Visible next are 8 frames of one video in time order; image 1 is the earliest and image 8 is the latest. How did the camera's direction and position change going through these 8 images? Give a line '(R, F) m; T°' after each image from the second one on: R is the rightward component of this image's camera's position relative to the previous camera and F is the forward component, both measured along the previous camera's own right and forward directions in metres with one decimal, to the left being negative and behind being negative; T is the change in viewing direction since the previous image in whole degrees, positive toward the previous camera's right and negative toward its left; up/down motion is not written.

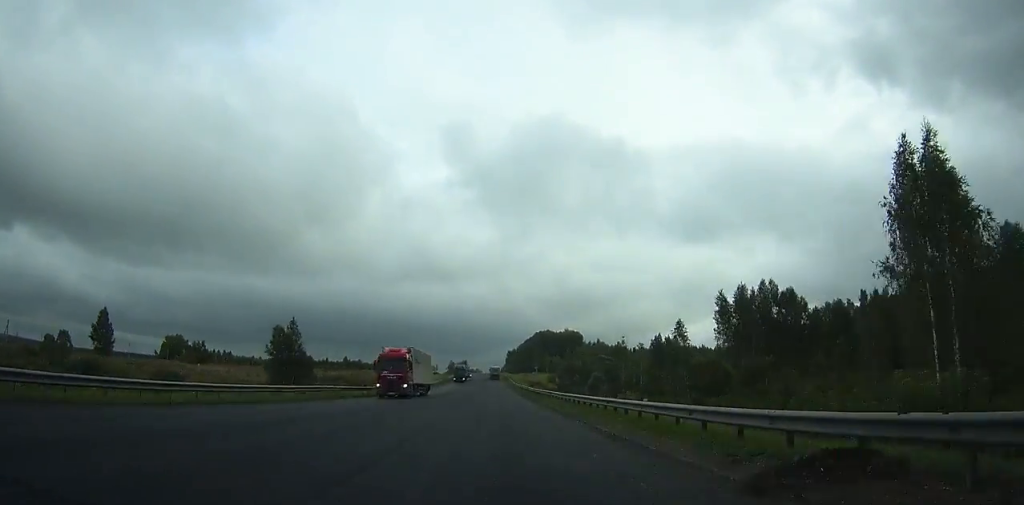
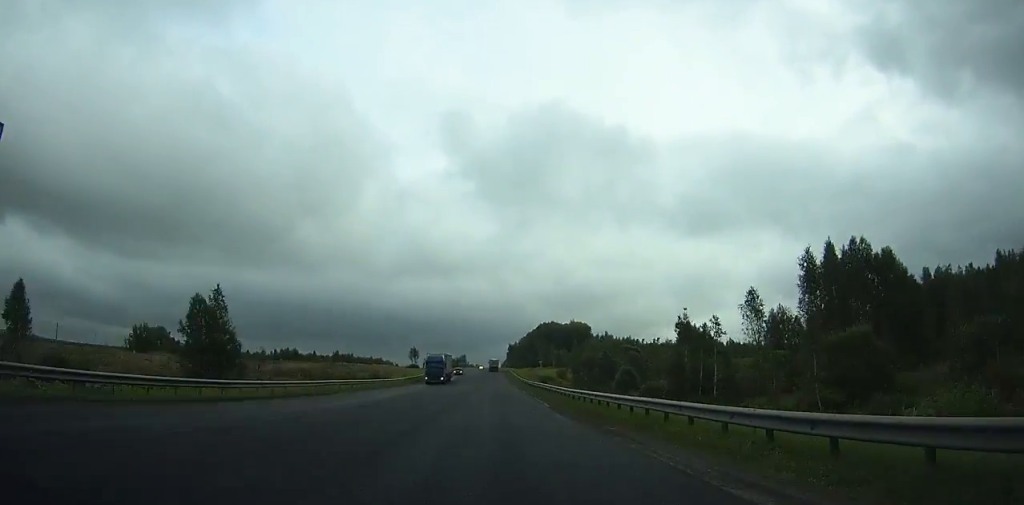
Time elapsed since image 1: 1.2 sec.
(0.0, +28.3) m; 0°
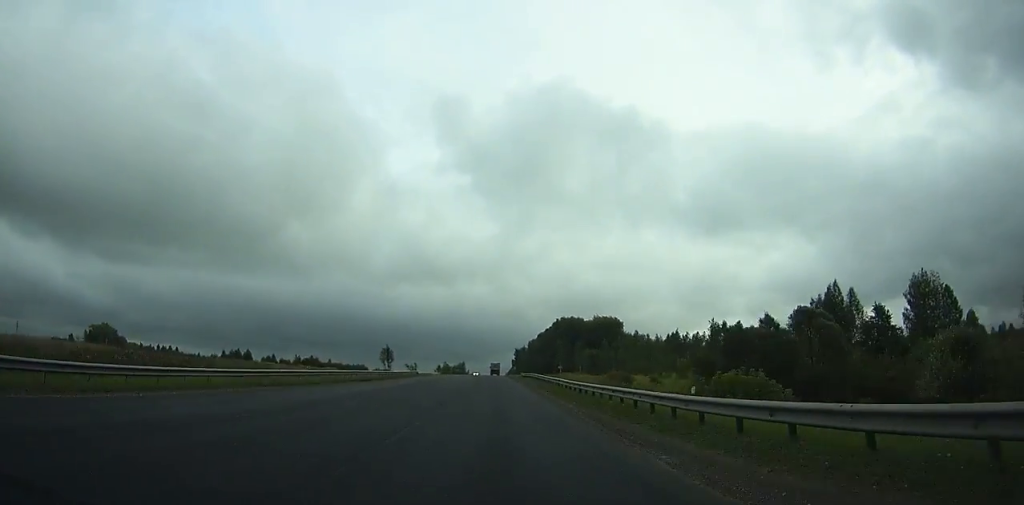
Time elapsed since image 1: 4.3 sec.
(+0.2, +74.3) m; 0°
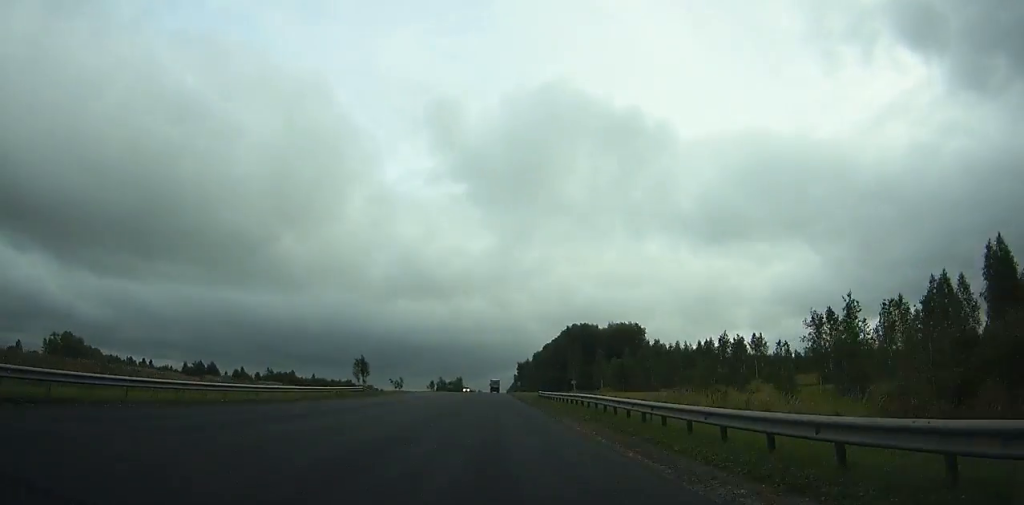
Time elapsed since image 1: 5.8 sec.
(-0.2, +36.4) m; 0°
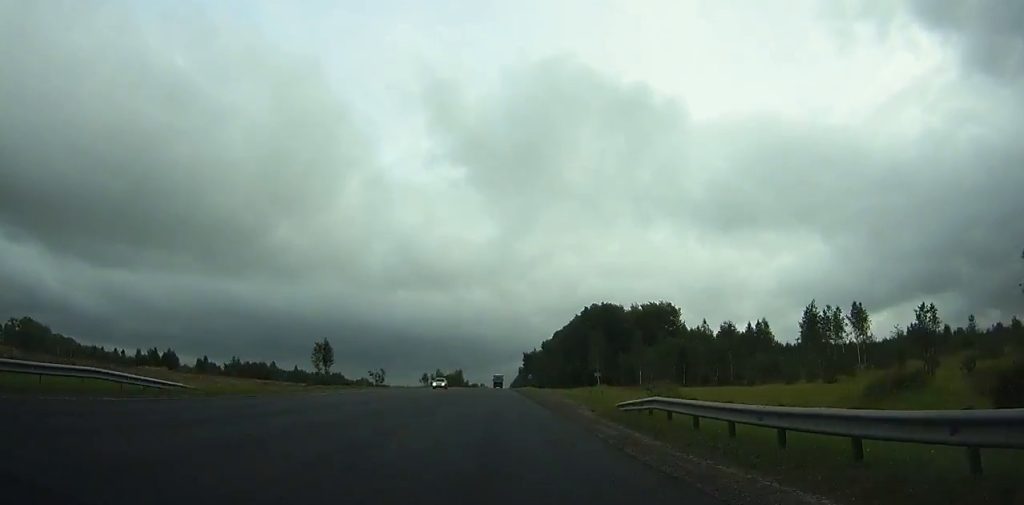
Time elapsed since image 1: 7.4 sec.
(-0.1, +38.9) m; 0°
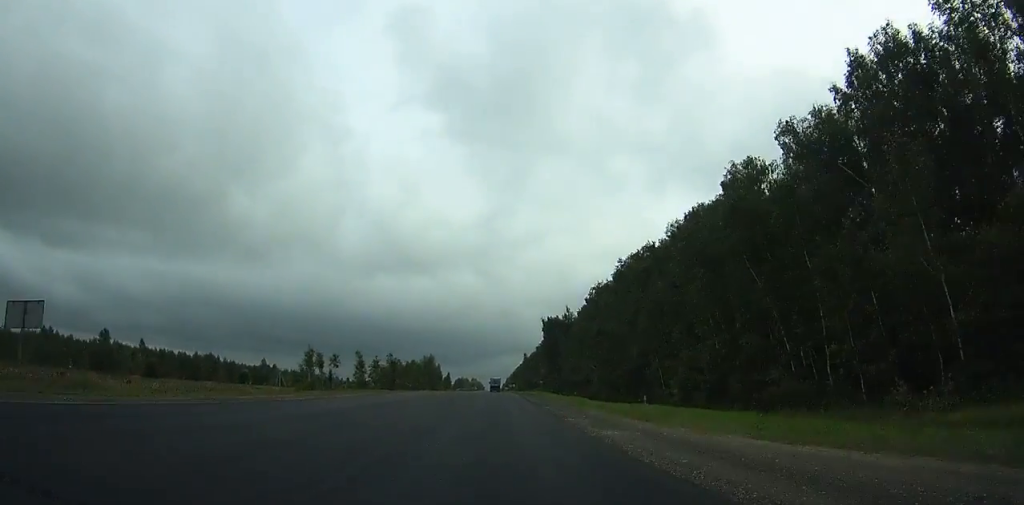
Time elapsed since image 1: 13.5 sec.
(-0.4, +149.0) m; 0°
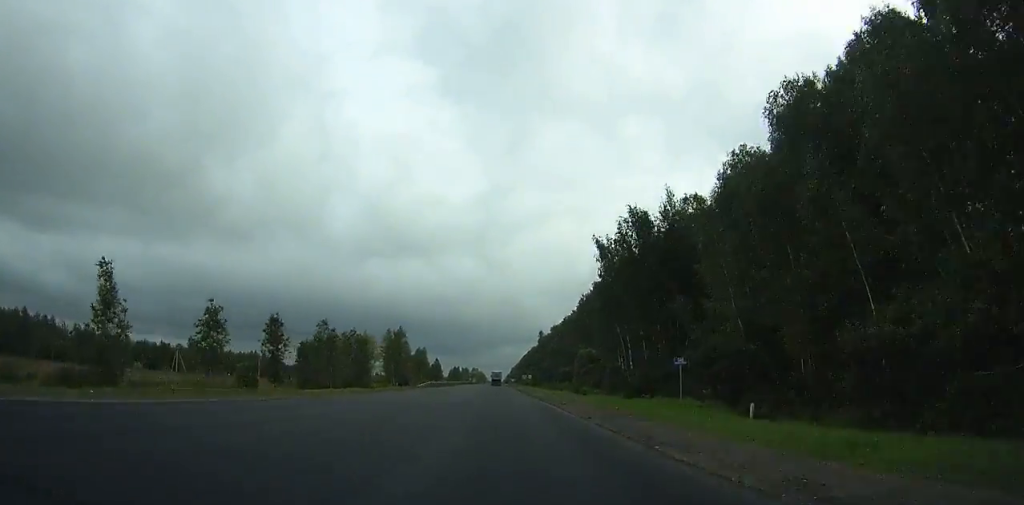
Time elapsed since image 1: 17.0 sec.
(+0.2, +85.1) m; 0°
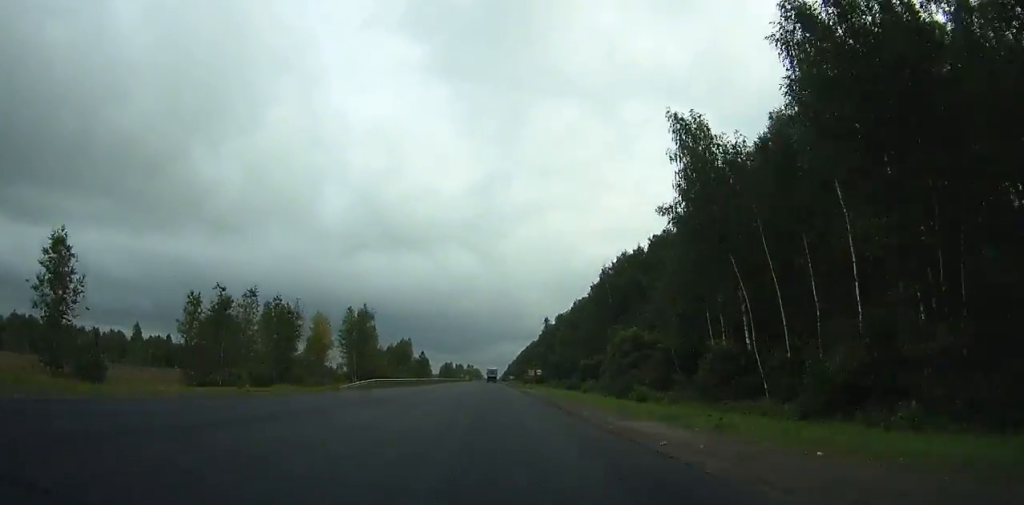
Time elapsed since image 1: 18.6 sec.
(-0.1, +38.7) m; 0°
